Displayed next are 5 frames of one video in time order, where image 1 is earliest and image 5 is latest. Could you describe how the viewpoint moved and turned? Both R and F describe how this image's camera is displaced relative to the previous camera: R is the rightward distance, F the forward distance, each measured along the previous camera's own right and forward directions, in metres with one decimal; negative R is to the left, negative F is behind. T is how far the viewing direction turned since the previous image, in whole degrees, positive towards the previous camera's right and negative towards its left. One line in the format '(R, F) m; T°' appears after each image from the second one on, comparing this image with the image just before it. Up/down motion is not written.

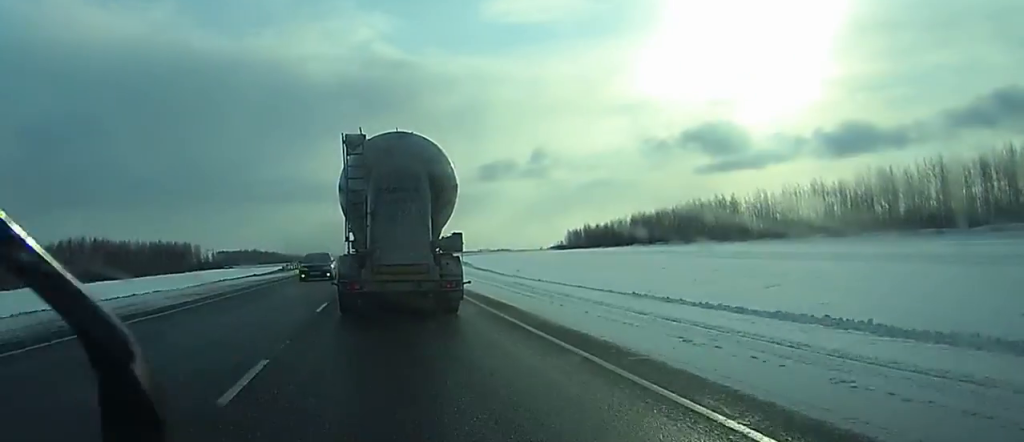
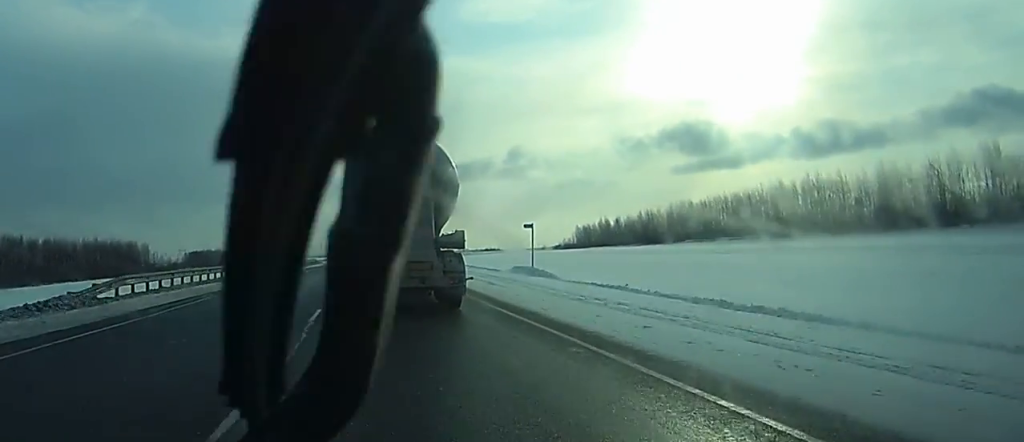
(+0.3, +51.1) m; +1°
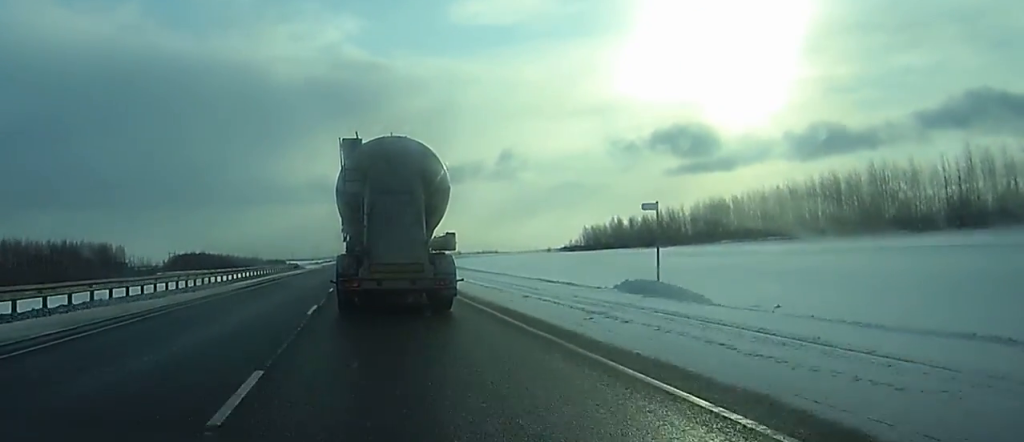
(+0.1, +22.0) m; +1°
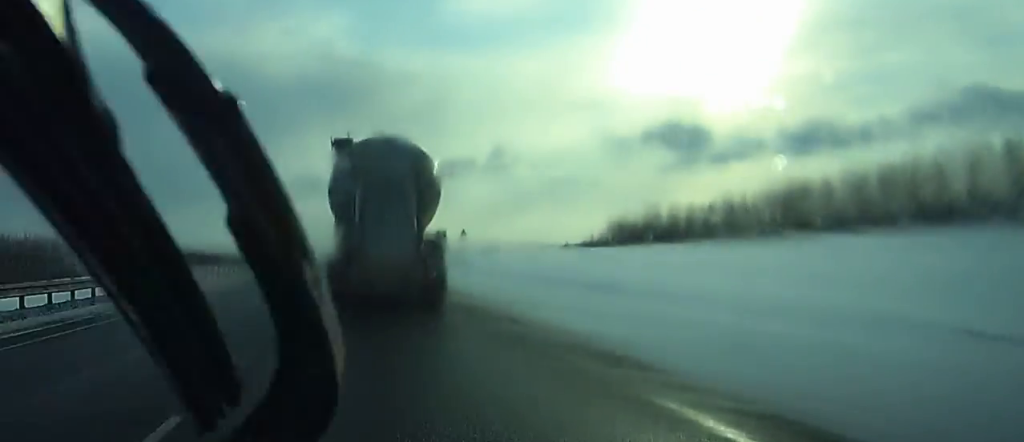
(+0.4, +38.4) m; +1°
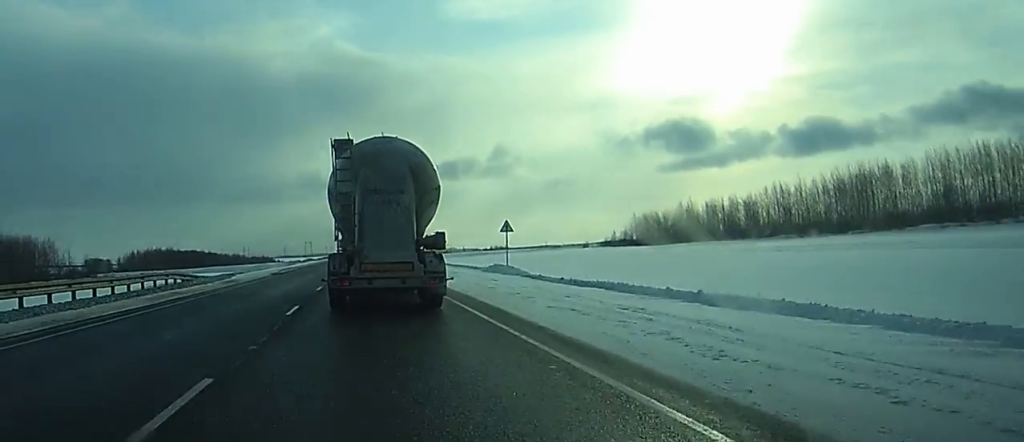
(+0.1, +21.9) m; 0°
